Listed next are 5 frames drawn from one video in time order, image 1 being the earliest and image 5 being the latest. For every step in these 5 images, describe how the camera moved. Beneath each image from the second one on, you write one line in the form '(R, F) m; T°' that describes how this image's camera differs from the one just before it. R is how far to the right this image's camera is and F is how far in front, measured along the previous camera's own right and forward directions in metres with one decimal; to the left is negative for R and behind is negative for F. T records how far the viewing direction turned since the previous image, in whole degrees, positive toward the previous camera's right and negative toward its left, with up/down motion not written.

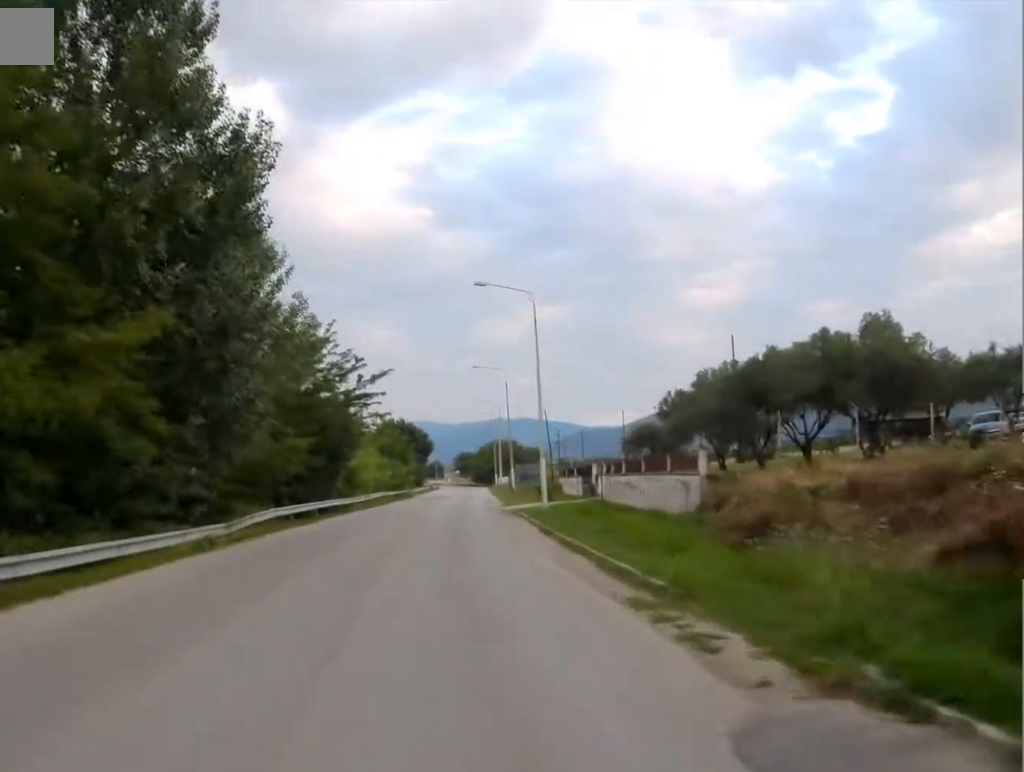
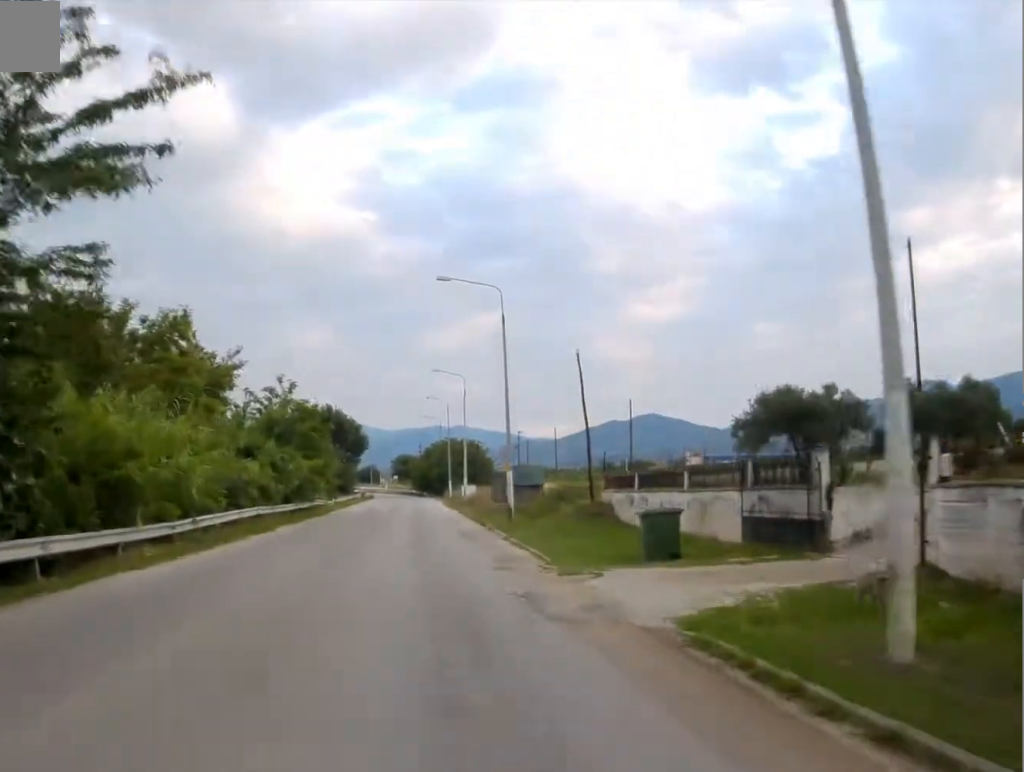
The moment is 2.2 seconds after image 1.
(+0.5, +33.6) m; +16°
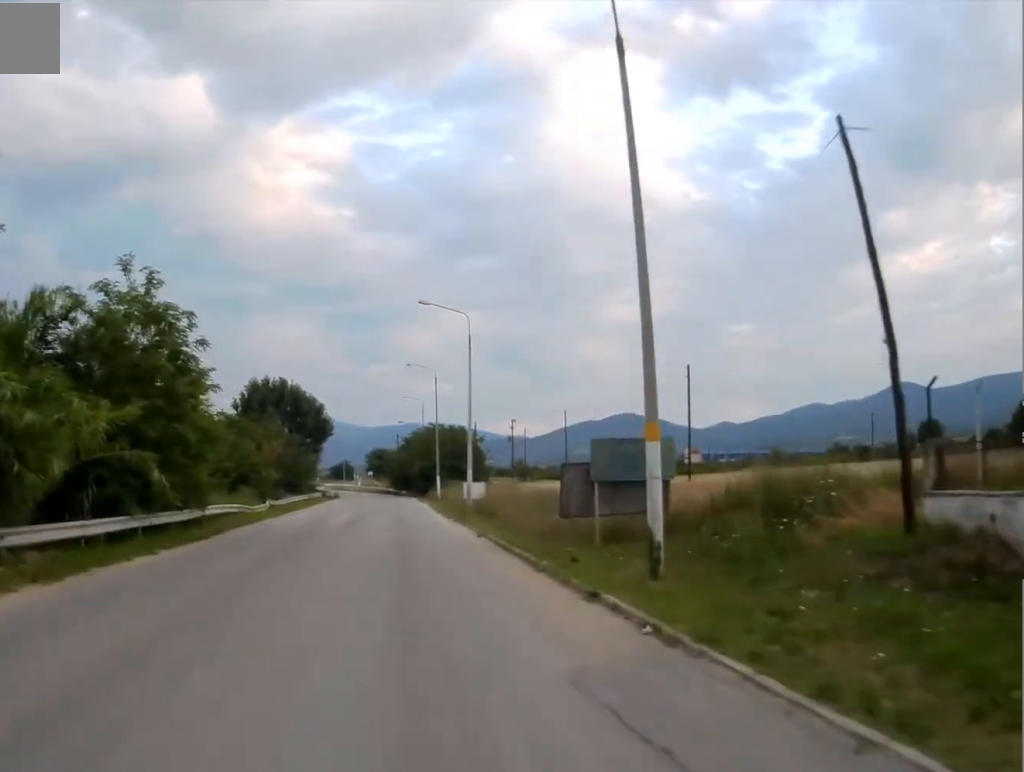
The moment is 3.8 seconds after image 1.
(+3.4, +26.2) m; +3°
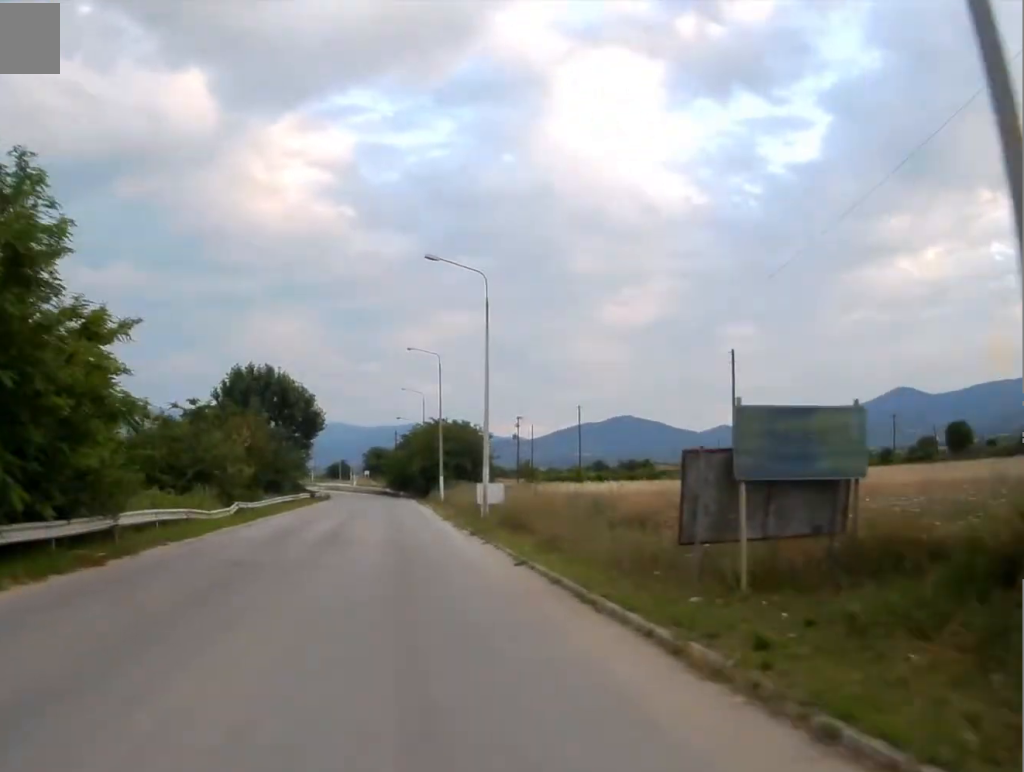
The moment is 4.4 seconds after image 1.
(-0.5, +9.4) m; -8°
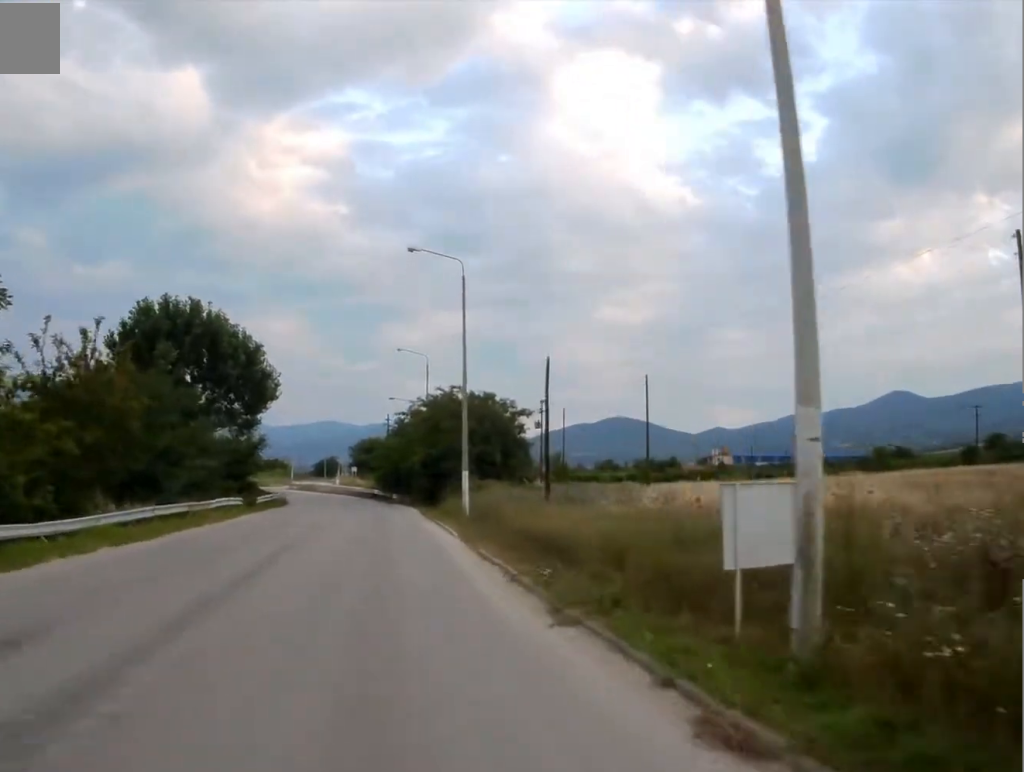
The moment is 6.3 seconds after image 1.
(-3.5, +26.0) m; -5°
